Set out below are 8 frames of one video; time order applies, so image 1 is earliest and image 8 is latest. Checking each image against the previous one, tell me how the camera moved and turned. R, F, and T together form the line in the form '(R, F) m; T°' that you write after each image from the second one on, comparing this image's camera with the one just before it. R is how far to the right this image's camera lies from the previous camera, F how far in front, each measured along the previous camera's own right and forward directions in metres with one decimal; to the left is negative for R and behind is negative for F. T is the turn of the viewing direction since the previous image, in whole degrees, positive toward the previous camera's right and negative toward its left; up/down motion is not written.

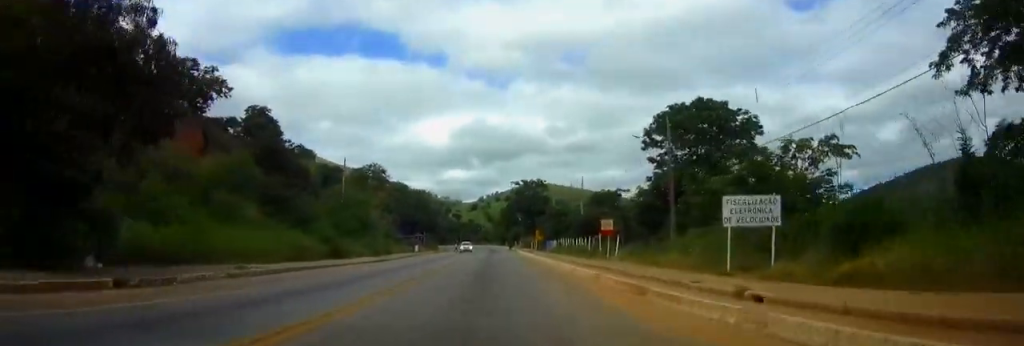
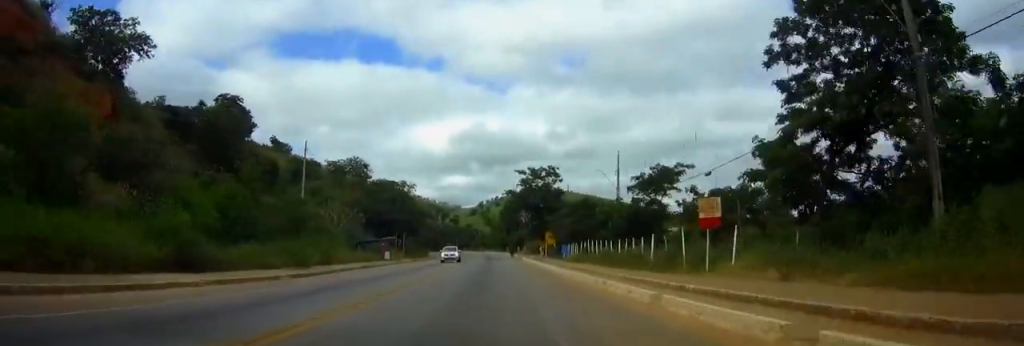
(0.0, +22.9) m; 0°
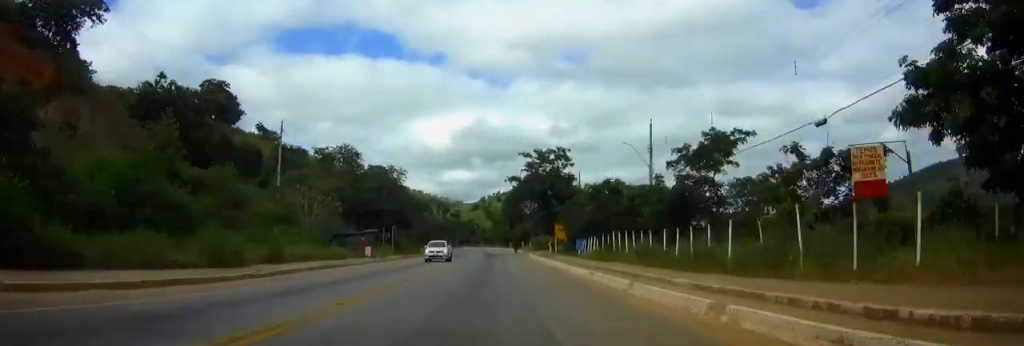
(0.0, +10.9) m; 0°
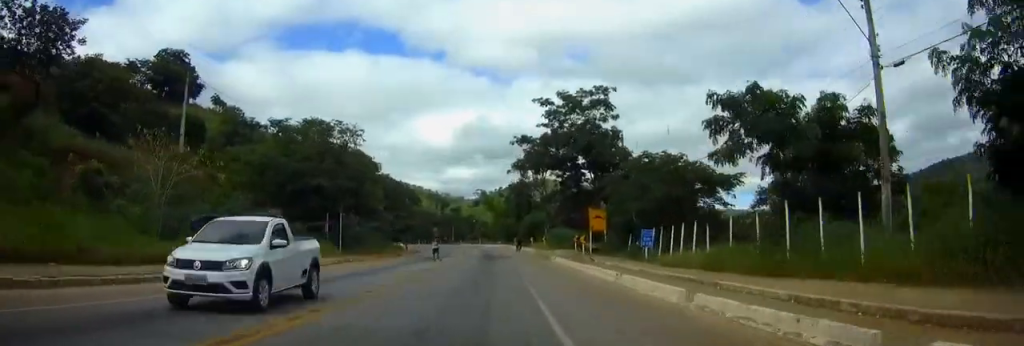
(0.0, +25.2) m; 0°
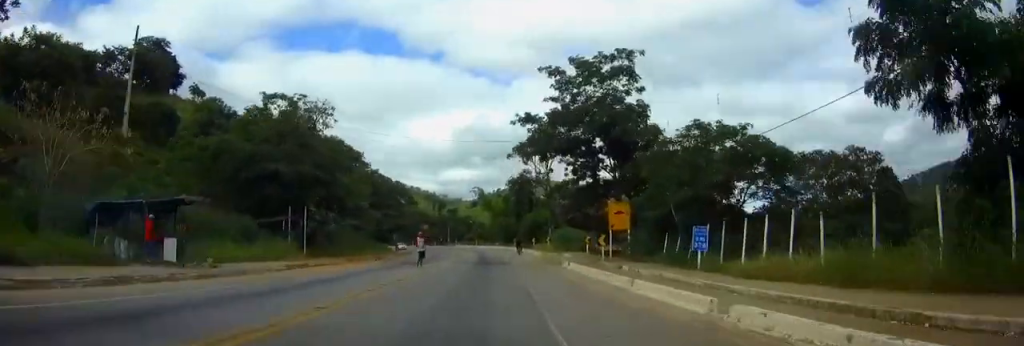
(0.0, +8.4) m; 0°
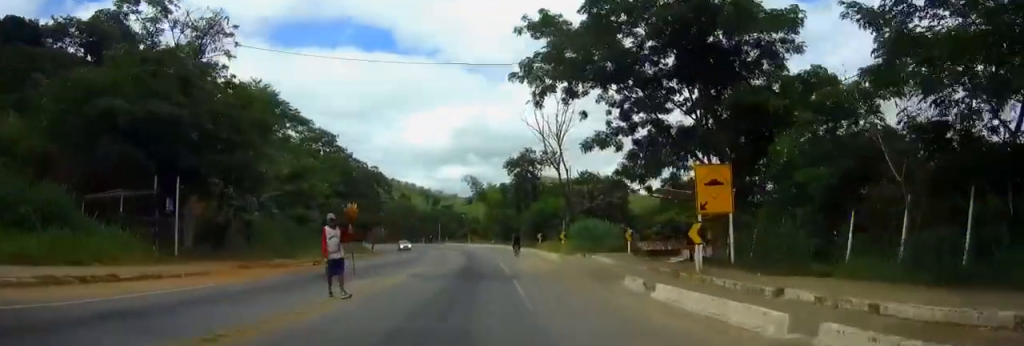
(+0.1, +15.6) m; +1°
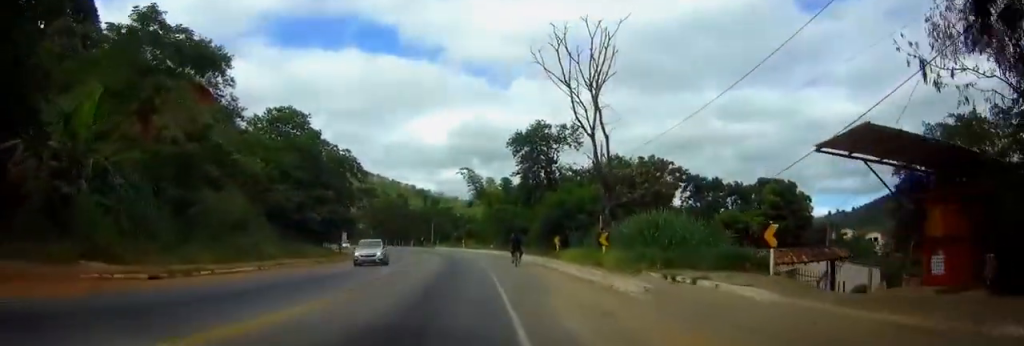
(-0.1, +15.6) m; -2°
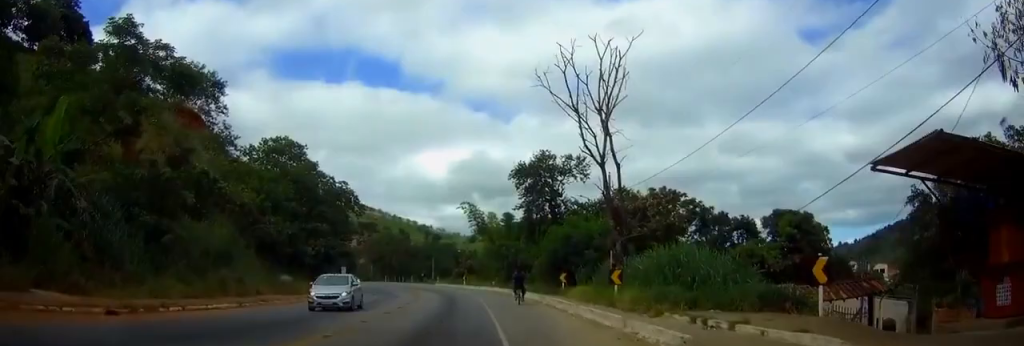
(0.0, +2.6) m; -1°
